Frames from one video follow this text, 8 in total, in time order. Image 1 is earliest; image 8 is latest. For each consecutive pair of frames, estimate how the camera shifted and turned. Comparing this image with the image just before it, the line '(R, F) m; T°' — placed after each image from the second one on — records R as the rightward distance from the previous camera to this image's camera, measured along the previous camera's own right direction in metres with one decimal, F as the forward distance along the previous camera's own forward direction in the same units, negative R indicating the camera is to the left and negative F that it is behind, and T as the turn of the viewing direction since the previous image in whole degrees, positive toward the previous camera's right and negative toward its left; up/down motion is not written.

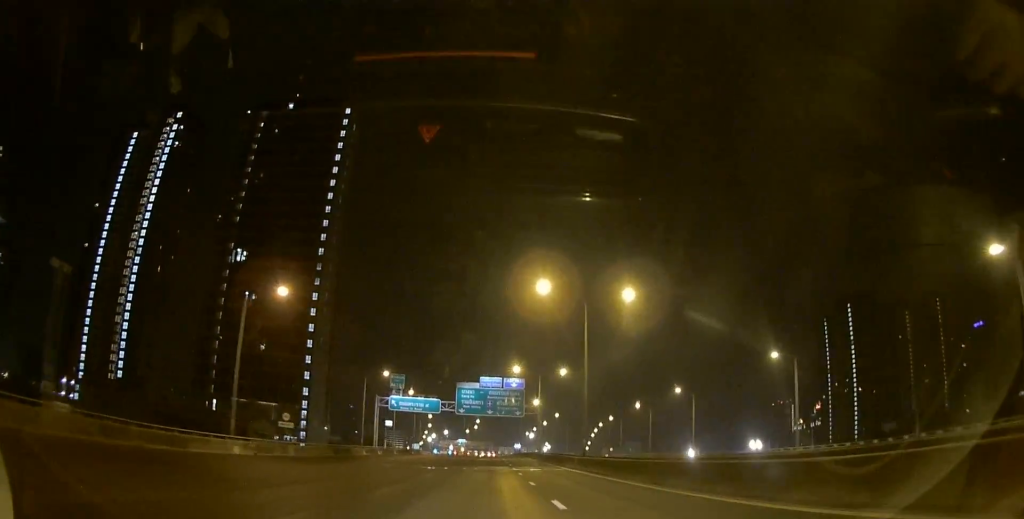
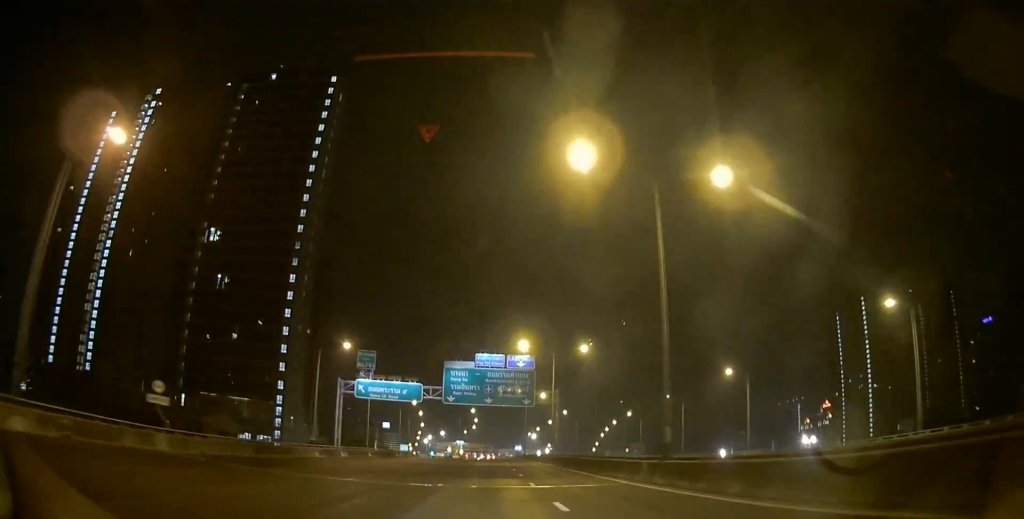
(+0.1, +18.6) m; 0°
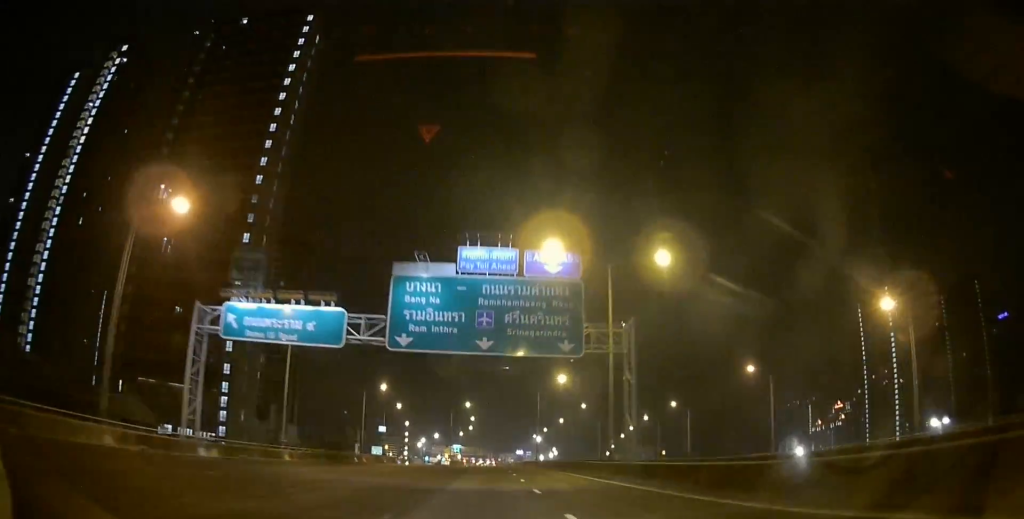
(+0.1, +29.8) m; 0°
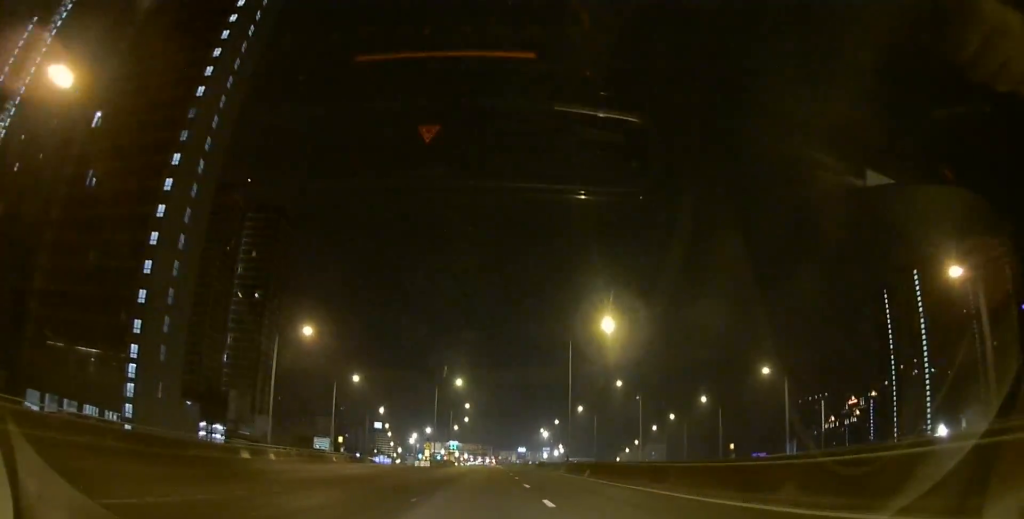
(-0.2, +31.7) m; 0°
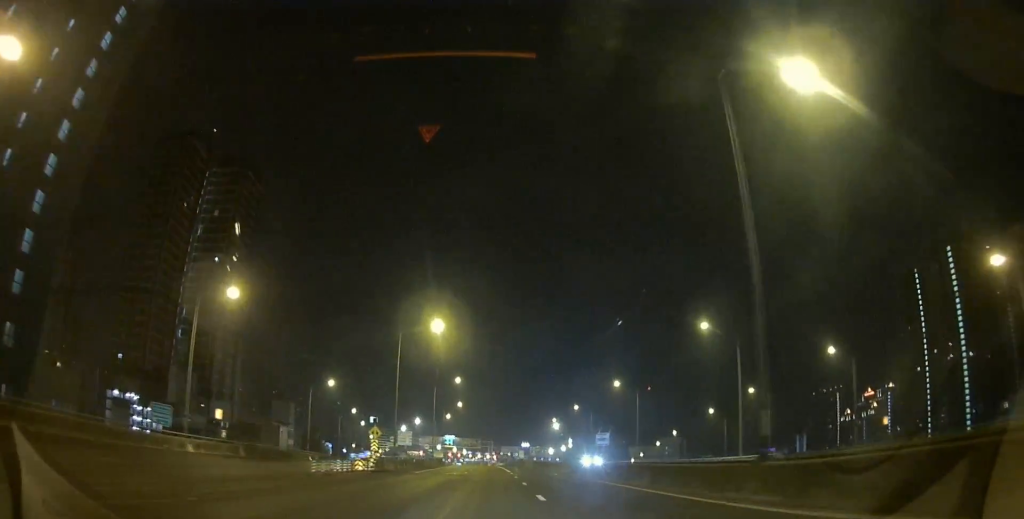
(0.0, +33.9) m; 0°
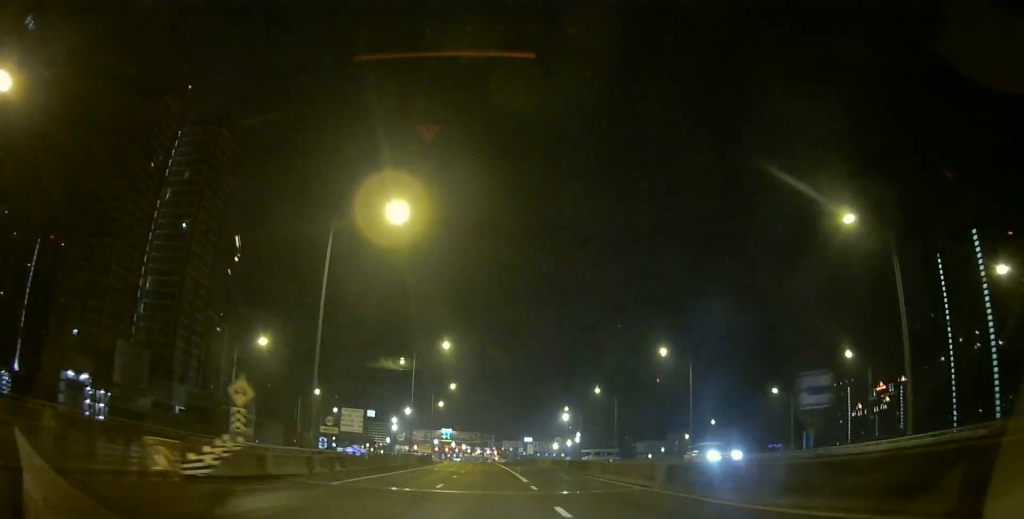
(0.0, +22.6) m; 0°
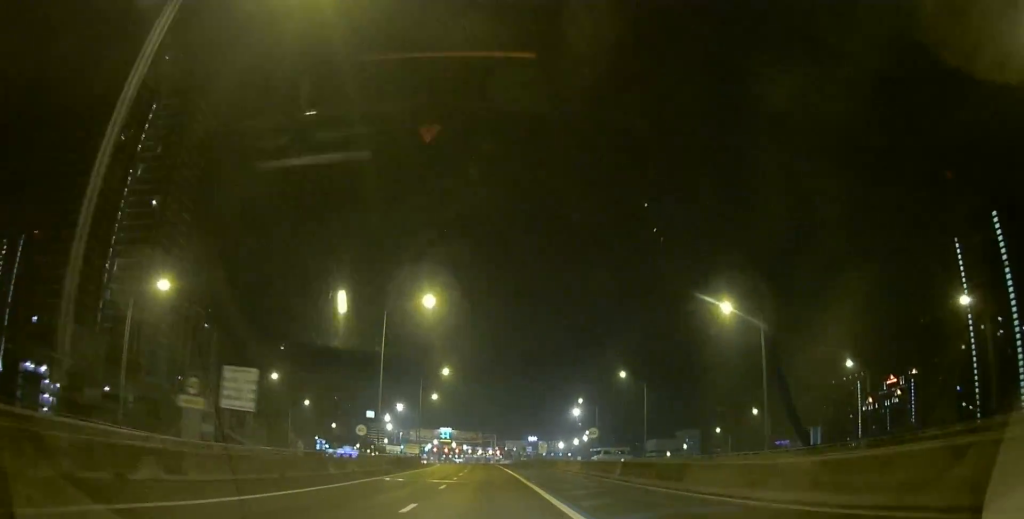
(0.0, +17.3) m; 0°
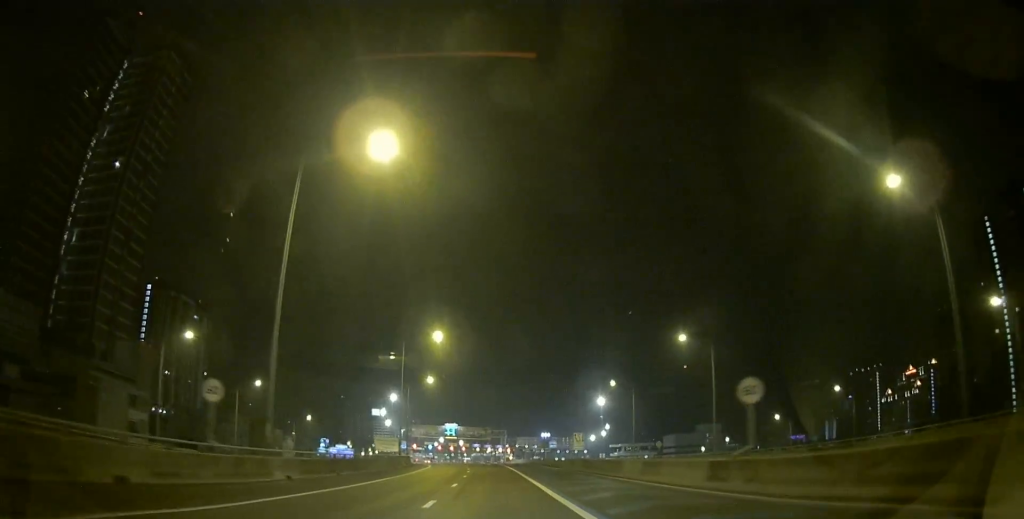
(-0.1, +22.2) m; -1°
